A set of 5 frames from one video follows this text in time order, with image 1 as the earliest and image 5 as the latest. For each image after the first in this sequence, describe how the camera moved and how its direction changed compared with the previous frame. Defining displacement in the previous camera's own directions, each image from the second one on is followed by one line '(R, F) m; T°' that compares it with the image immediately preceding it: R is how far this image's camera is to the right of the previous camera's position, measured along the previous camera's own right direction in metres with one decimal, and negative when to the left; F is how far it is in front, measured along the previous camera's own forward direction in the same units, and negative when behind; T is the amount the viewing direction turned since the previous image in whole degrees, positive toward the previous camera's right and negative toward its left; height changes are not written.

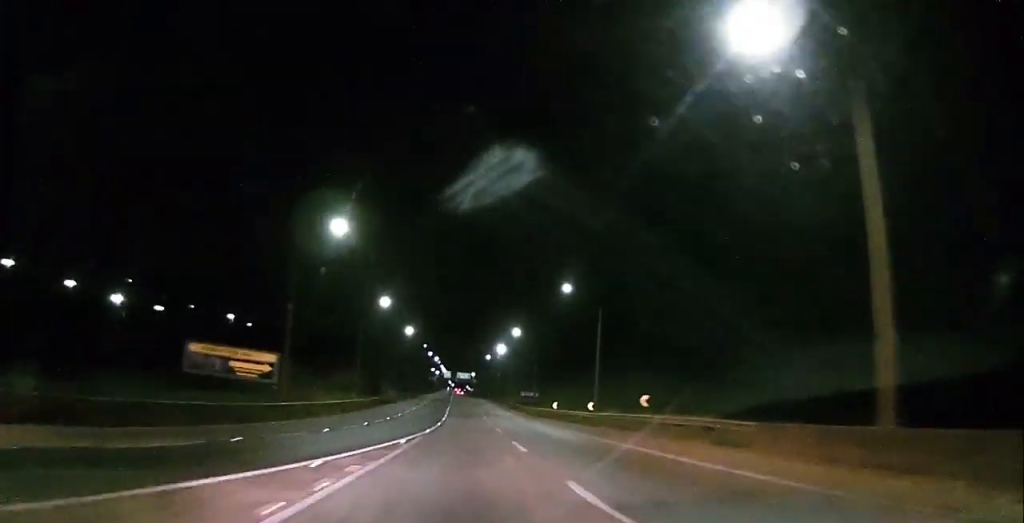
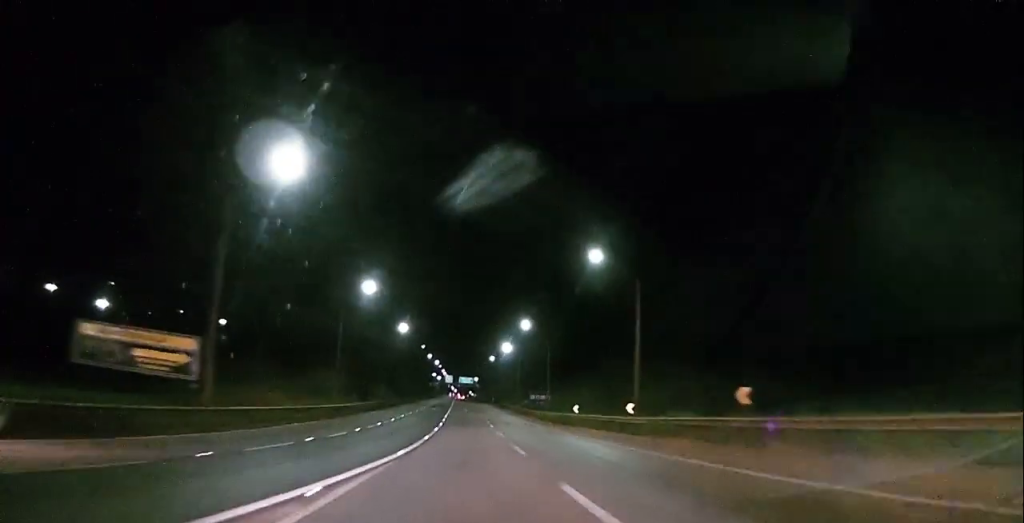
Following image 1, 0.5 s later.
(+0.2, +12.8) m; 0°
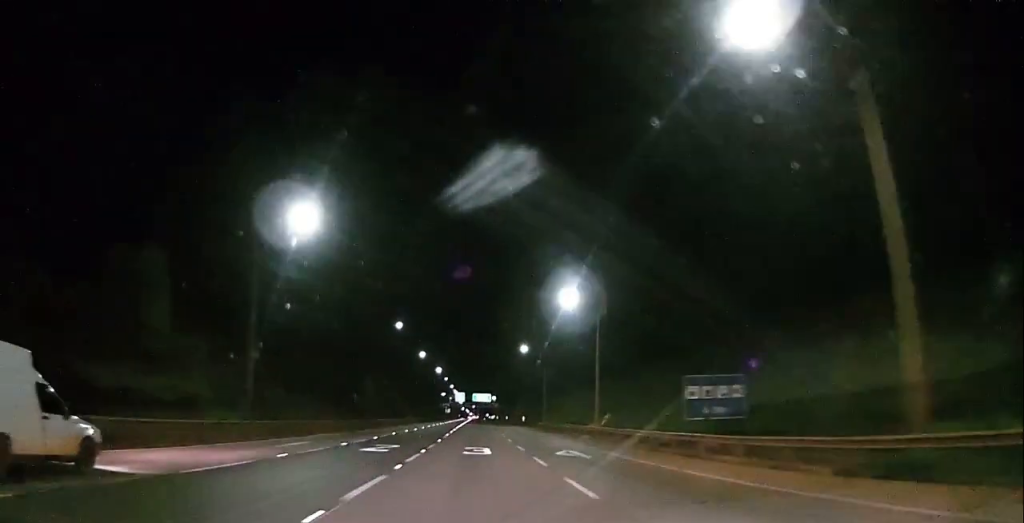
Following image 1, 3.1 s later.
(-1.5, +67.1) m; -2°
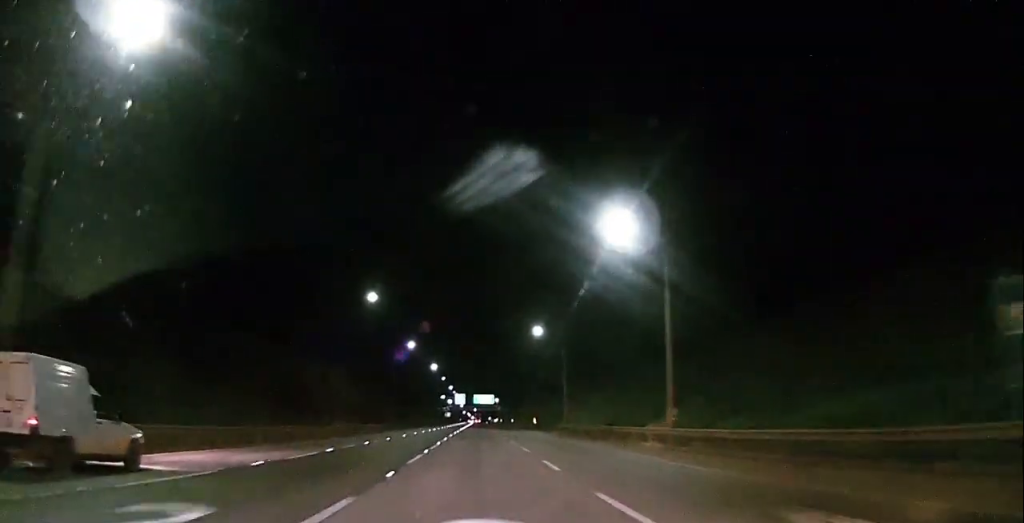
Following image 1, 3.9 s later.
(-0.1, +20.7) m; 0°
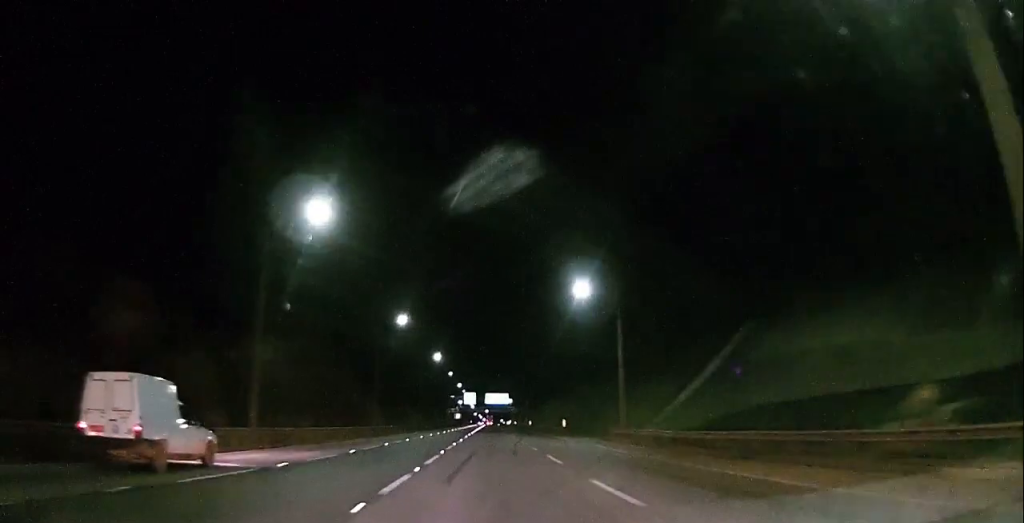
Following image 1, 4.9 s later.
(-0.2, +24.9) m; -1°
